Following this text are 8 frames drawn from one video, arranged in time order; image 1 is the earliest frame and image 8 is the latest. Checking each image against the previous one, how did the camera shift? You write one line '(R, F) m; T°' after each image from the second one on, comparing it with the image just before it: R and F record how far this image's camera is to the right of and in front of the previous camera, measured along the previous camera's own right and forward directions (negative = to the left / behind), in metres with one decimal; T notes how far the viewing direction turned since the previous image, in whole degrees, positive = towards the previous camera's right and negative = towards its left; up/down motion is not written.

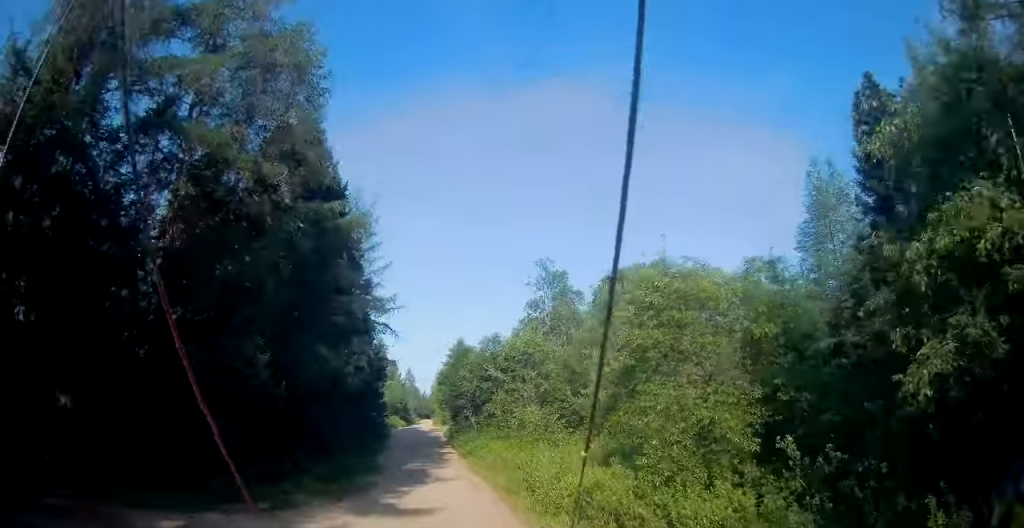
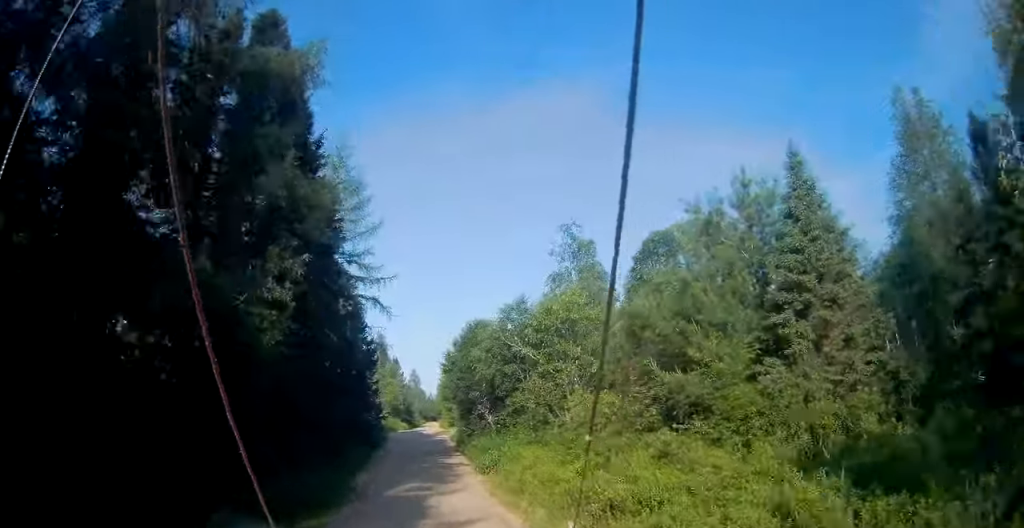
(+0.2, +9.1) m; -1°
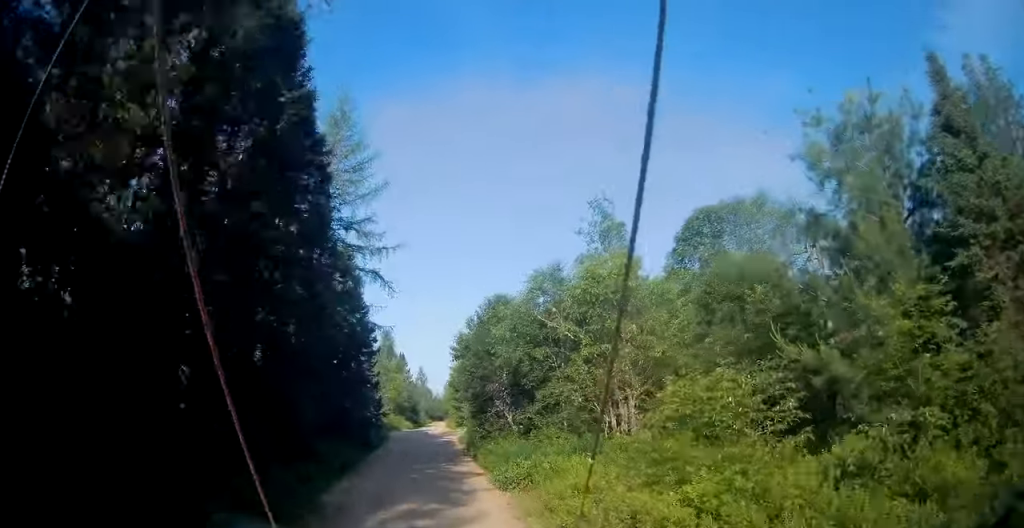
(-0.1, +5.2) m; -1°
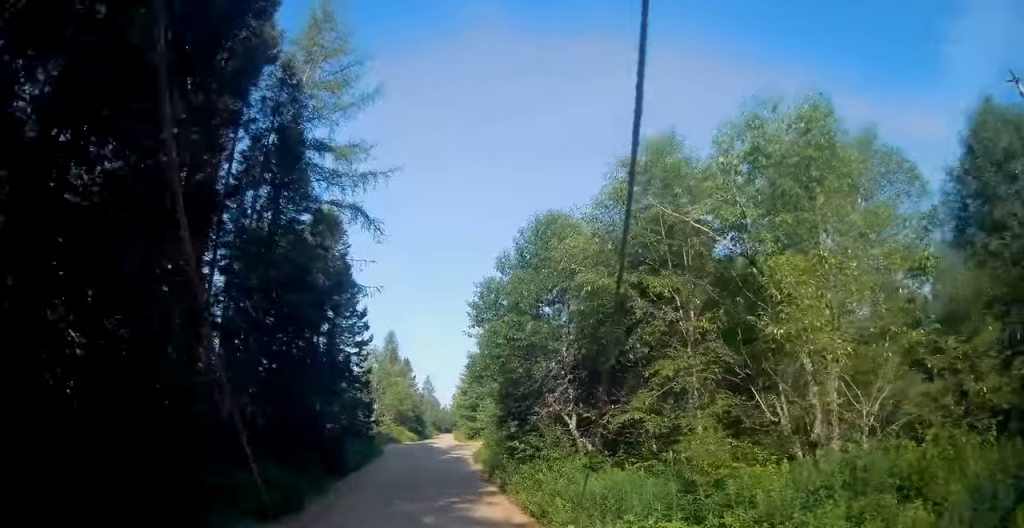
(0.0, +9.2) m; 0°
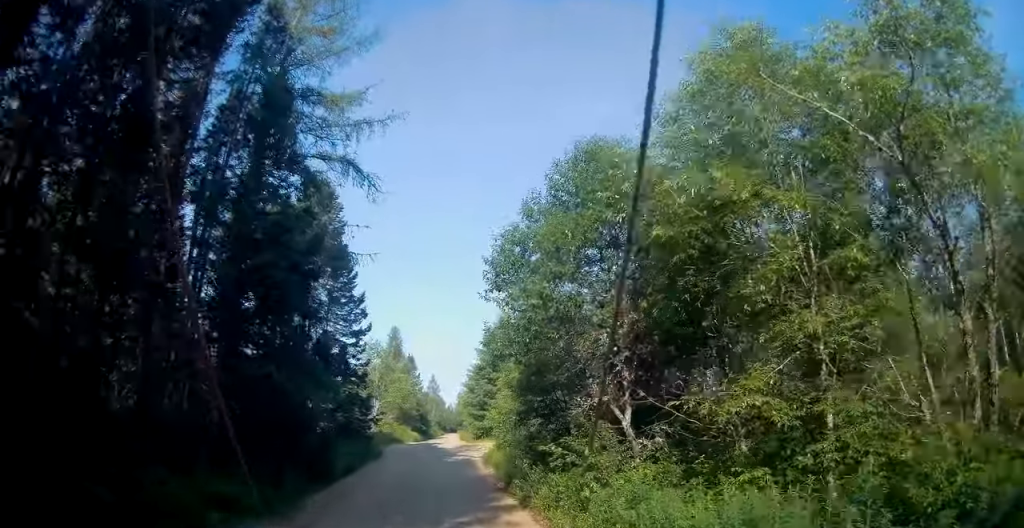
(+0.2, +3.3) m; 0°
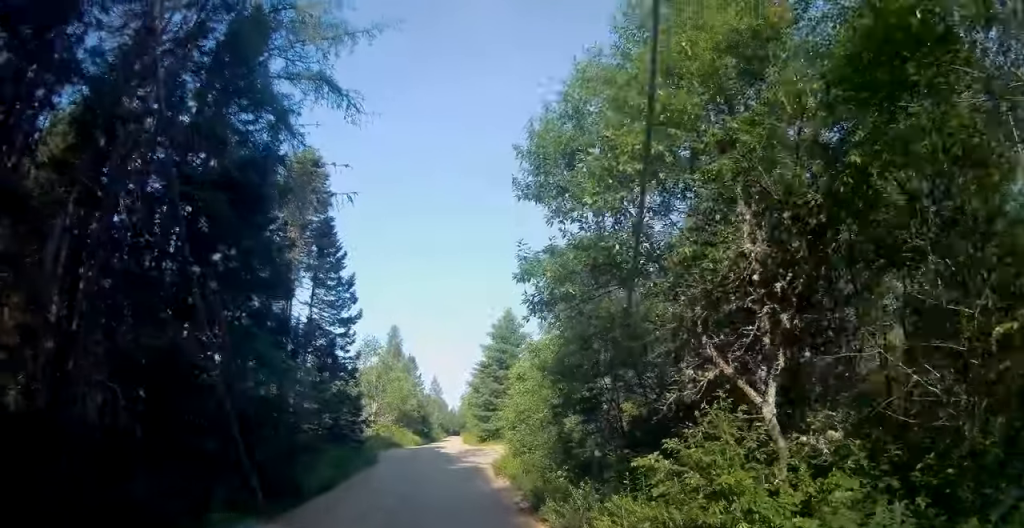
(-0.3, +4.3) m; -1°
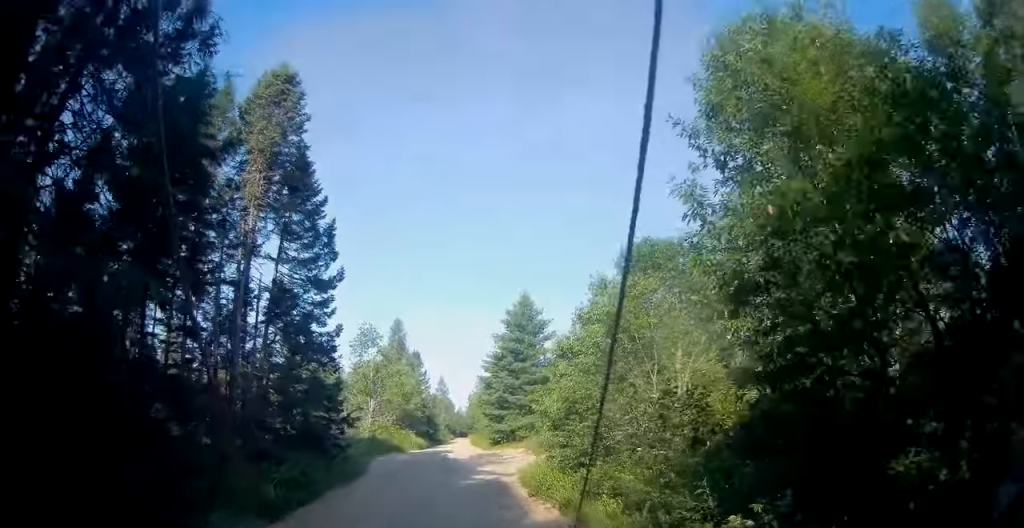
(0.0, +7.0) m; -1°
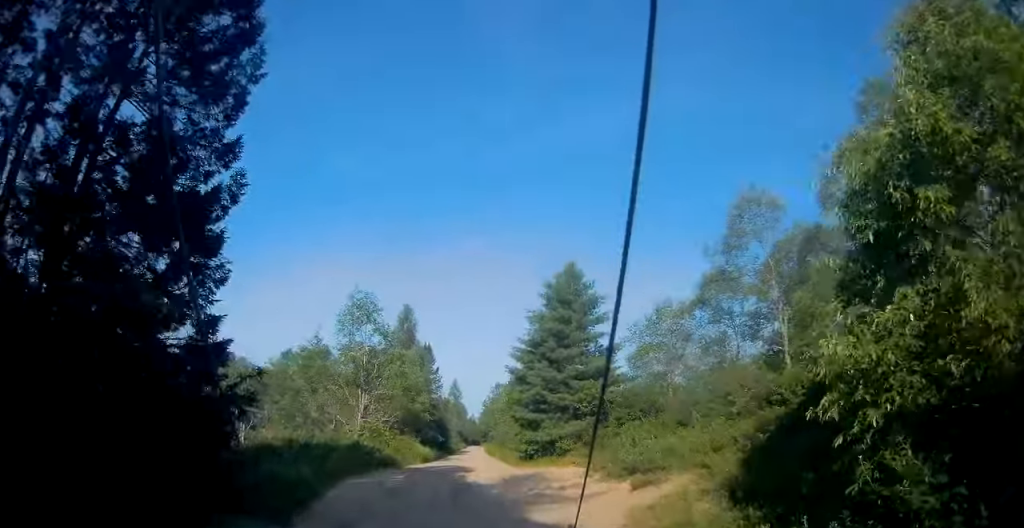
(-0.3, +11.8) m; +1°
